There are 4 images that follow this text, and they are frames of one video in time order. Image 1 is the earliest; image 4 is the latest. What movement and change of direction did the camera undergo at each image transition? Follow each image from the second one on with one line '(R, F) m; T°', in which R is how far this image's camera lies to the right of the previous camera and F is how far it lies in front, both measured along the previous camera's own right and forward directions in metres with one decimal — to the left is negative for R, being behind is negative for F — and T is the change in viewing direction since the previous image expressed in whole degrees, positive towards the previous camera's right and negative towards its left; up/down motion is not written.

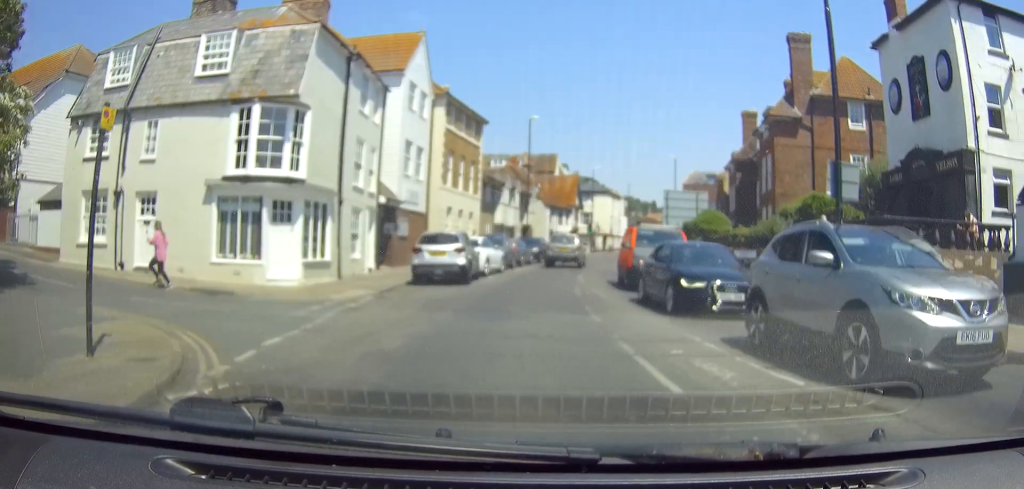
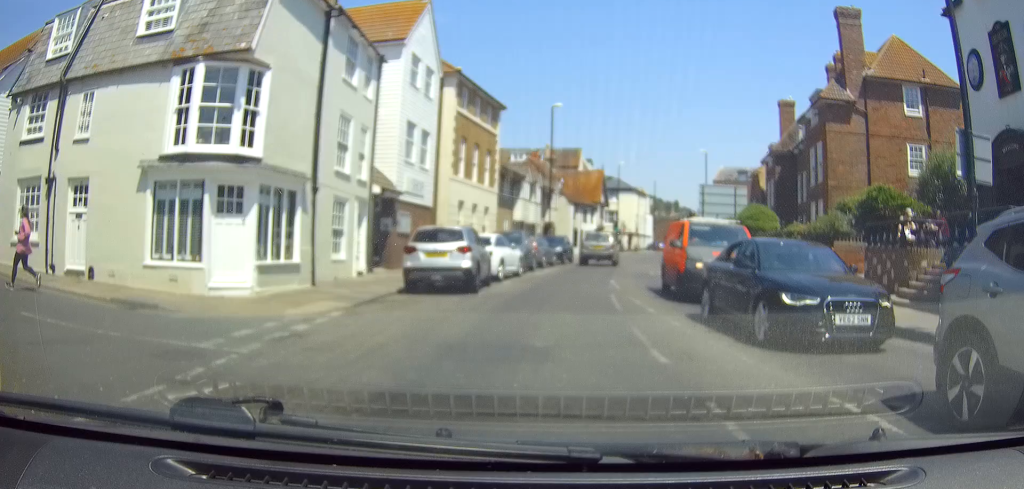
(-0.1, +4.0) m; -2°
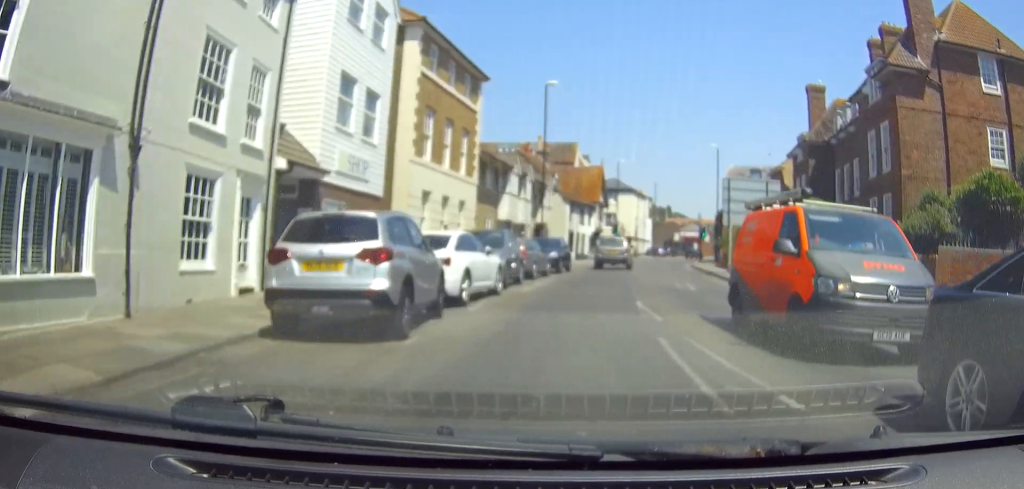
(-0.1, +7.4) m; 0°
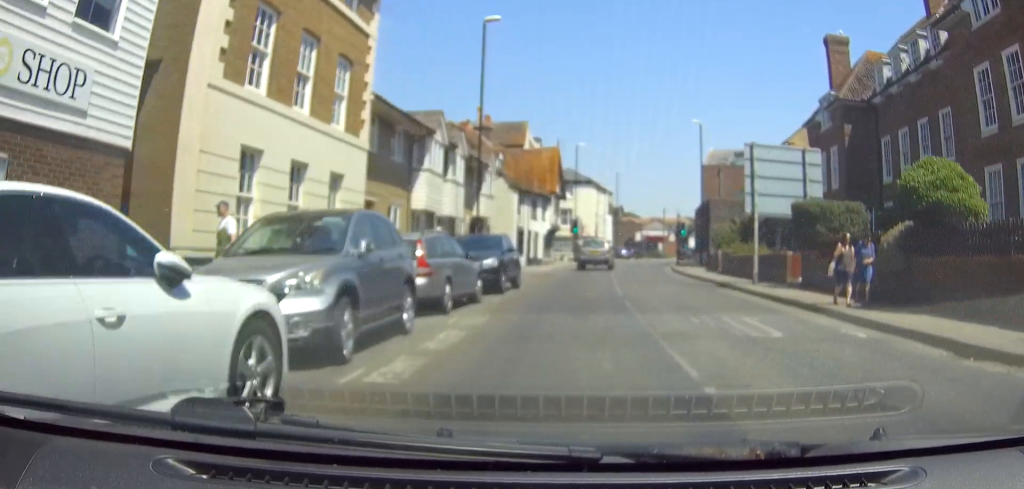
(+0.1, +10.9) m; +2°
